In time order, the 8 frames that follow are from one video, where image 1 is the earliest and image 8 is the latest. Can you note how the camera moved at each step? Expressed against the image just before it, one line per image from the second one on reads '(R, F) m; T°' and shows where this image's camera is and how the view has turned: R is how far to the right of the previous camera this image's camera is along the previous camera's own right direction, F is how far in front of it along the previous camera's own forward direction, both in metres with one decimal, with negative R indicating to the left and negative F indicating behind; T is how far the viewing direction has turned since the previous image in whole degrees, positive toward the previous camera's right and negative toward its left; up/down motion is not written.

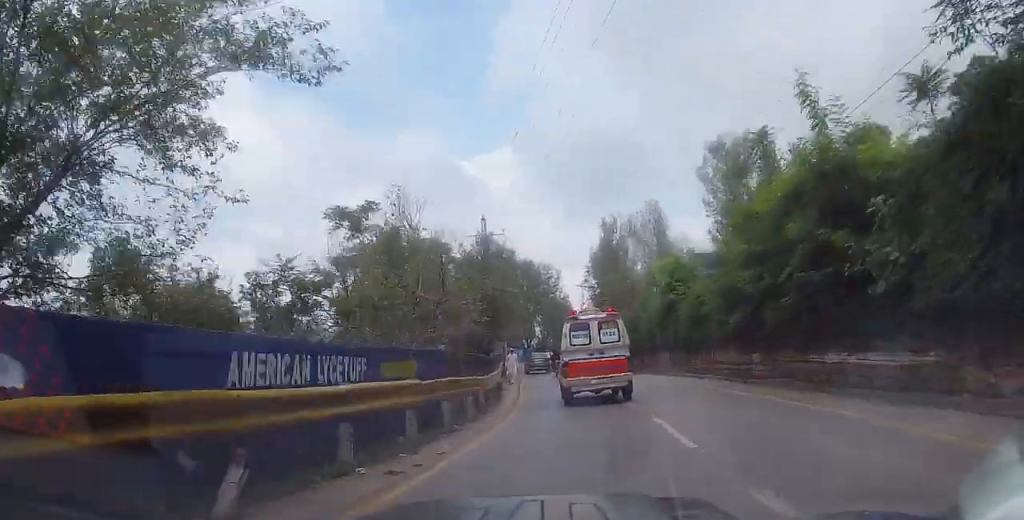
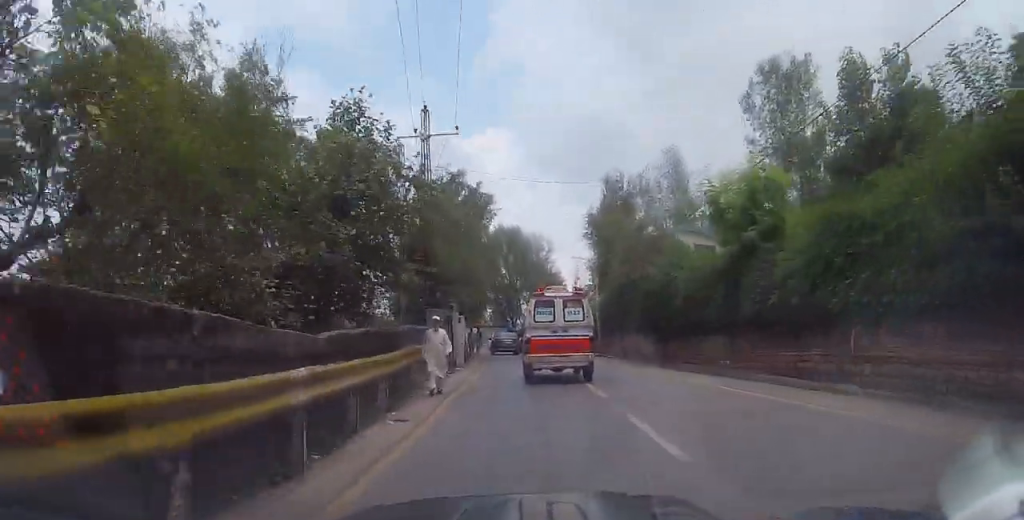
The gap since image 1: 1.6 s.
(+0.2, +14.6) m; -1°
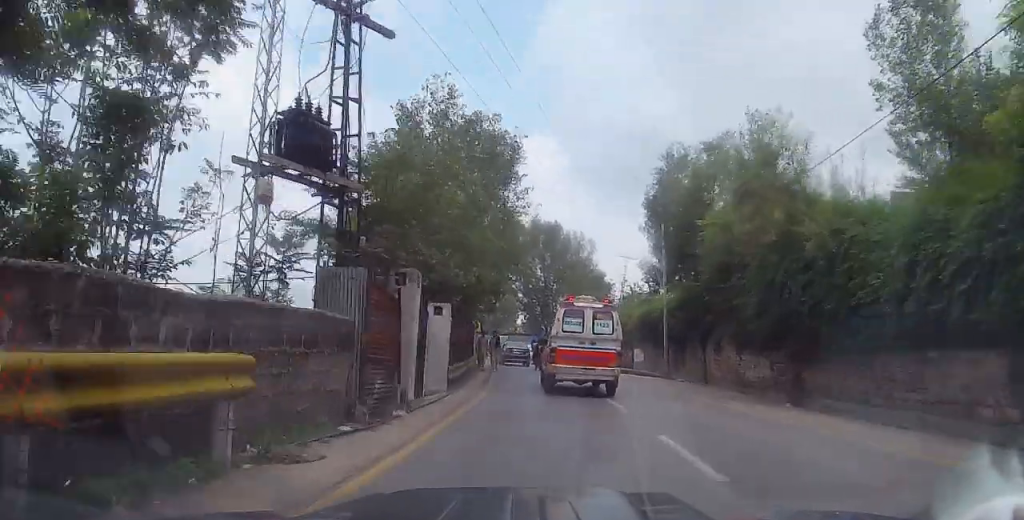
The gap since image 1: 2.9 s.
(-0.3, +12.3) m; -4°
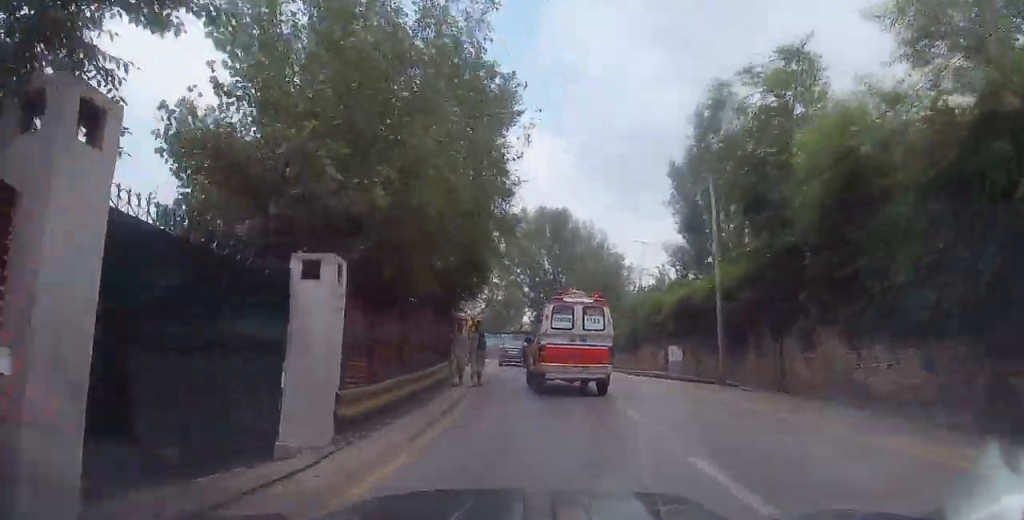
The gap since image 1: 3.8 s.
(-0.3, +8.2) m; -1°
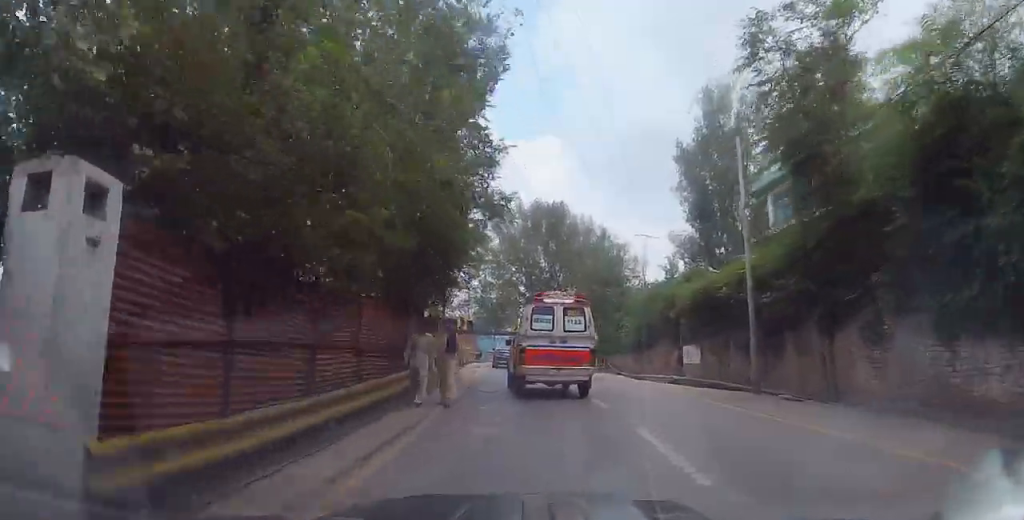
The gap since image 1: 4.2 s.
(-0.1, +3.9) m; 0°
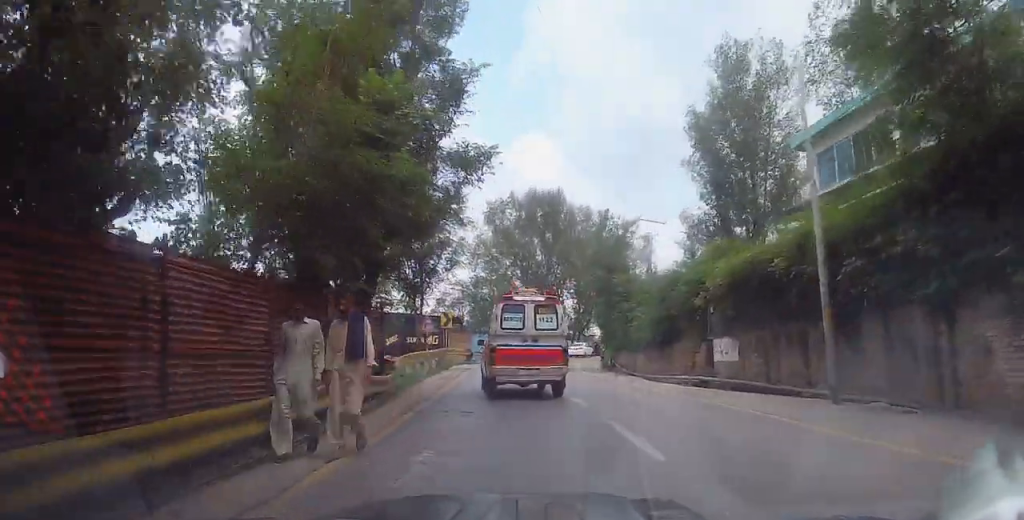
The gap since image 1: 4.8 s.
(+0.2, +4.9) m; +1°
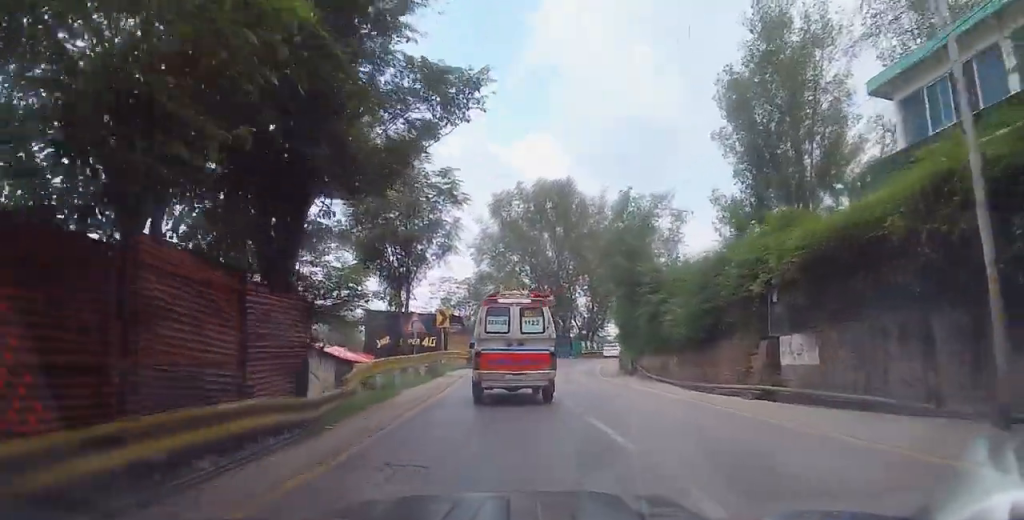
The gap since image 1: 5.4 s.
(+0.1, +4.7) m; -2°
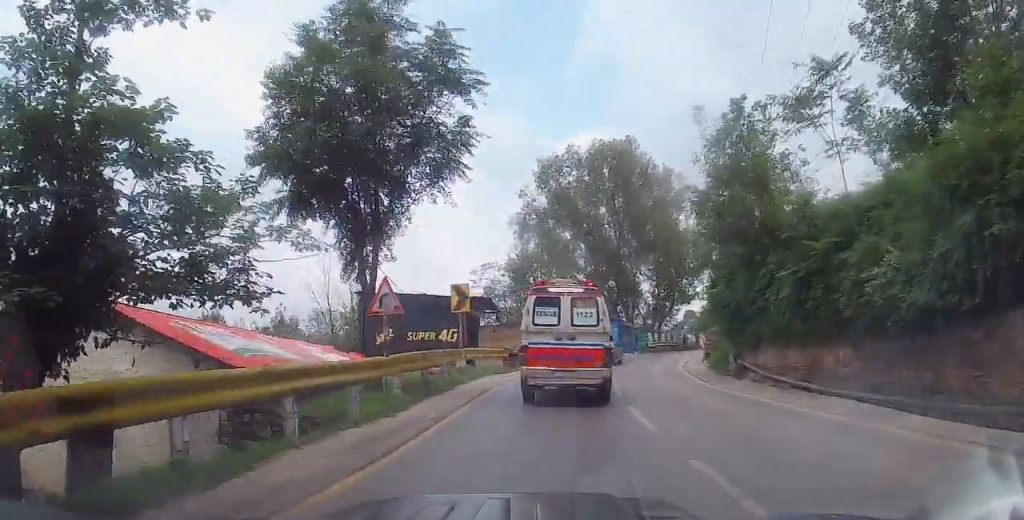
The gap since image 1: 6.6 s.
(-1.0, +10.4) m; -6°
